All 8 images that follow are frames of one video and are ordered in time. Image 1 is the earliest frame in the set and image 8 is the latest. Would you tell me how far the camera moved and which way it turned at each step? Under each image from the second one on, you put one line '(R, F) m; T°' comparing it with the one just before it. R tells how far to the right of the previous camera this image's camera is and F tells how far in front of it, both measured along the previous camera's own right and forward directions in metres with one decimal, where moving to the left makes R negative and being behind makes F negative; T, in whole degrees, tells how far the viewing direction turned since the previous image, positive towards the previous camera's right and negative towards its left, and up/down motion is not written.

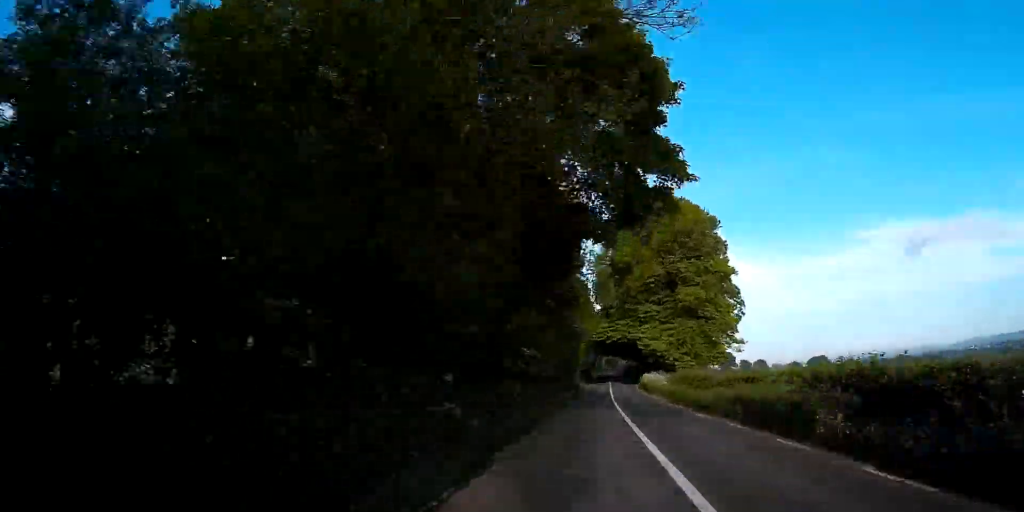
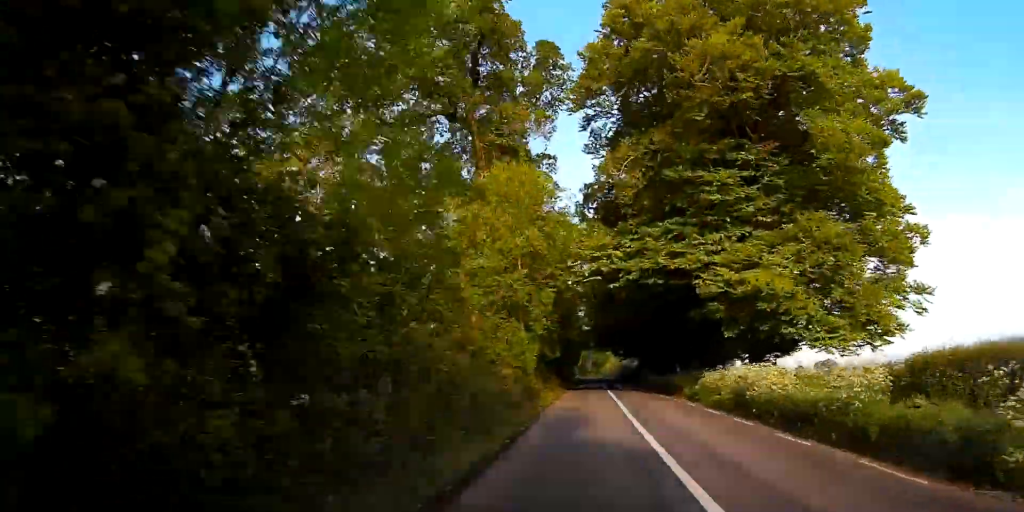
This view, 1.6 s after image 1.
(+0.3, +40.3) m; +2°
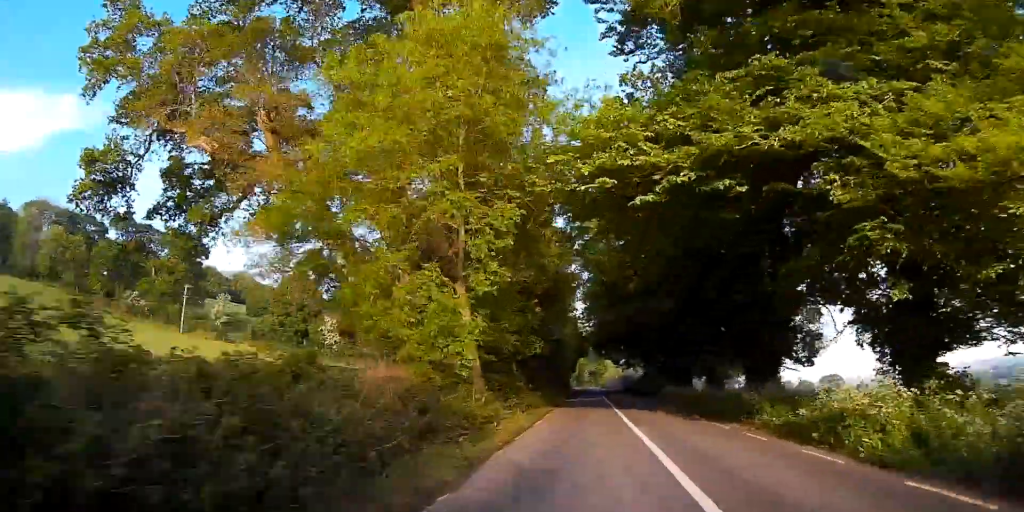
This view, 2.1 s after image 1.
(+0.2, +13.4) m; 0°
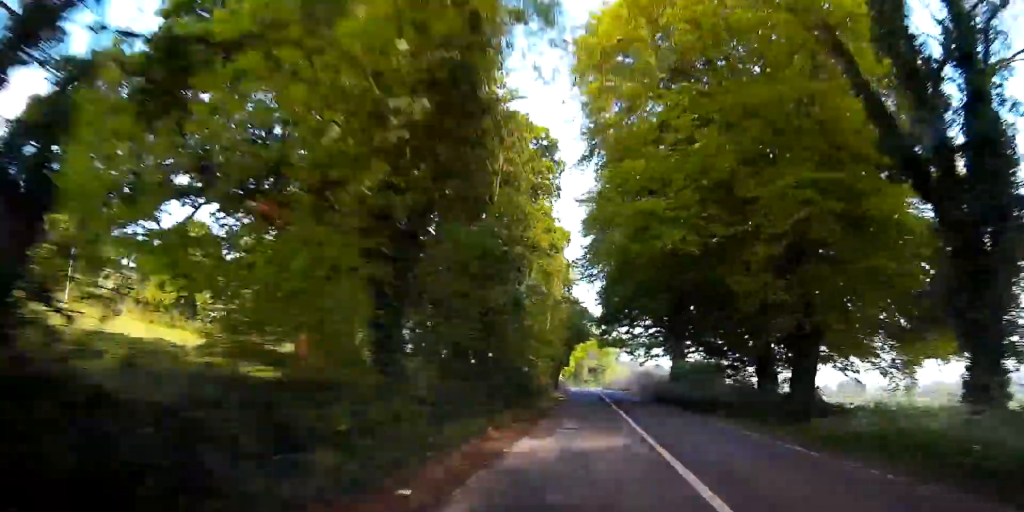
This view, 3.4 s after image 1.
(-0.2, +30.9) m; 0°
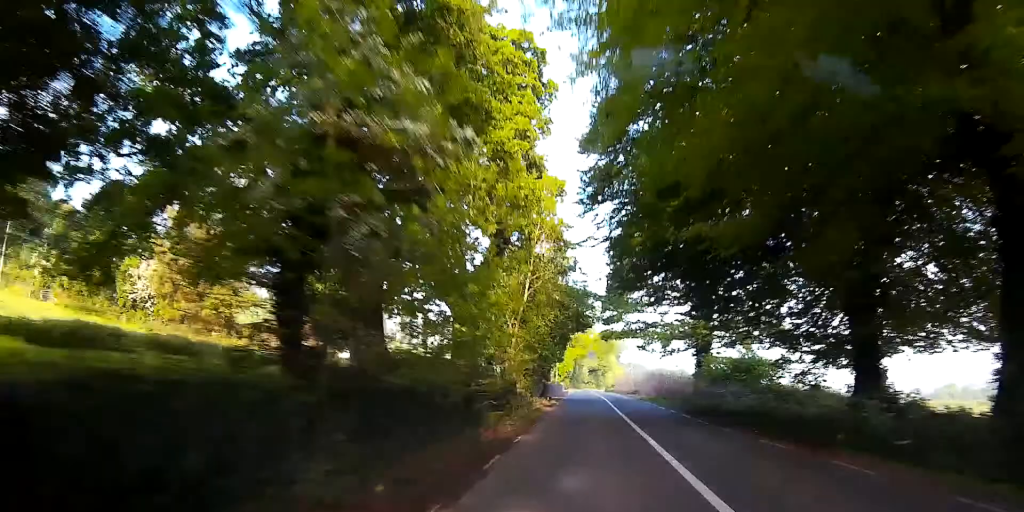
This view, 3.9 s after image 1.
(+0.1, +14.2) m; 0°
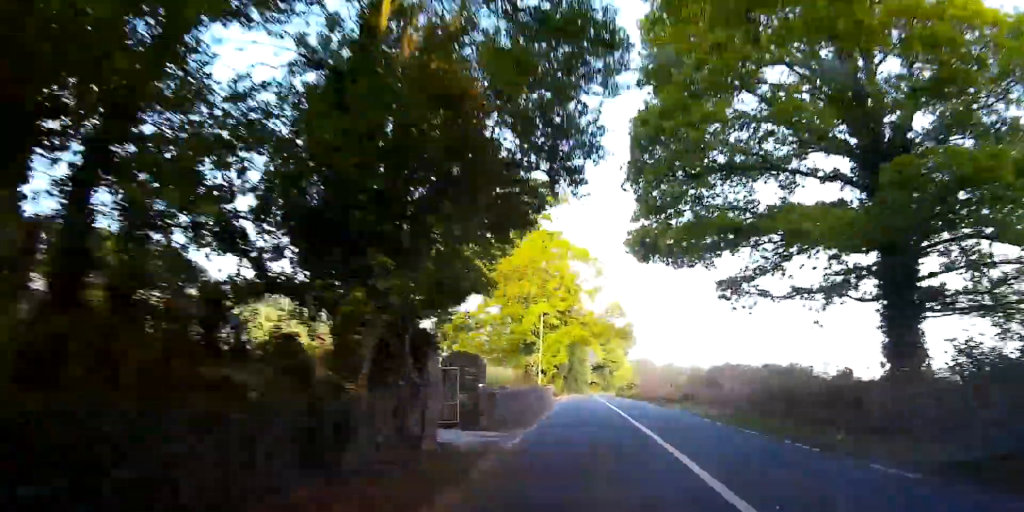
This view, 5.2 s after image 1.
(-0.1, +32.5) m; -1°
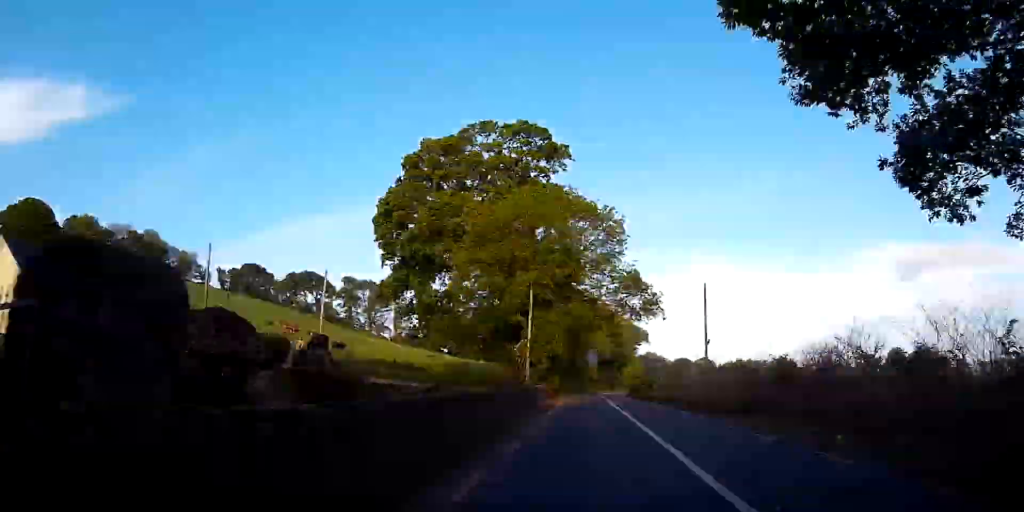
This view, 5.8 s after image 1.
(-0.1, +13.3) m; 0°
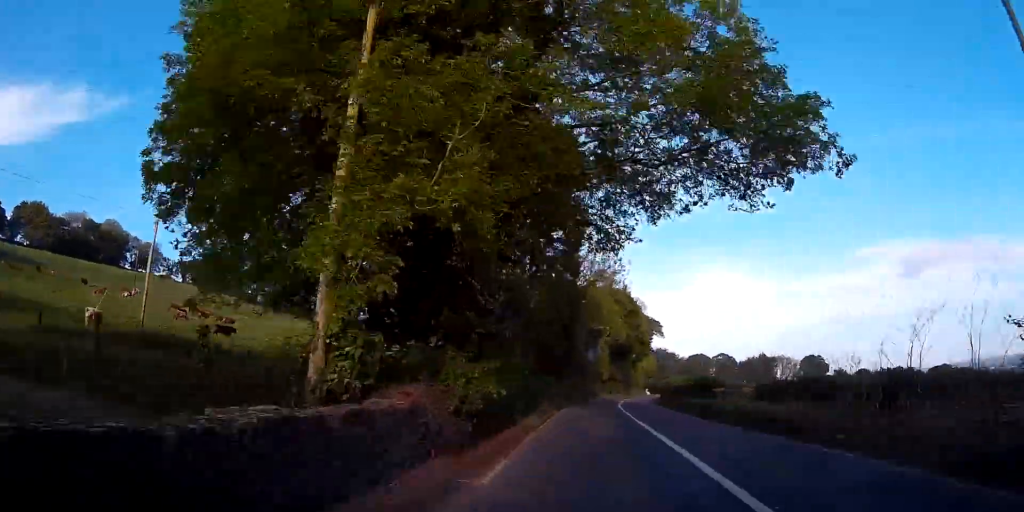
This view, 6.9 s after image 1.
(+0.2, +28.2) m; +1°
